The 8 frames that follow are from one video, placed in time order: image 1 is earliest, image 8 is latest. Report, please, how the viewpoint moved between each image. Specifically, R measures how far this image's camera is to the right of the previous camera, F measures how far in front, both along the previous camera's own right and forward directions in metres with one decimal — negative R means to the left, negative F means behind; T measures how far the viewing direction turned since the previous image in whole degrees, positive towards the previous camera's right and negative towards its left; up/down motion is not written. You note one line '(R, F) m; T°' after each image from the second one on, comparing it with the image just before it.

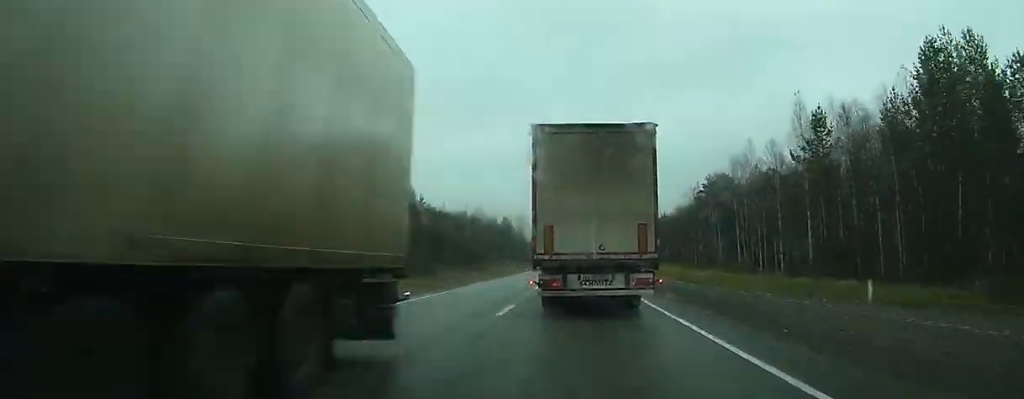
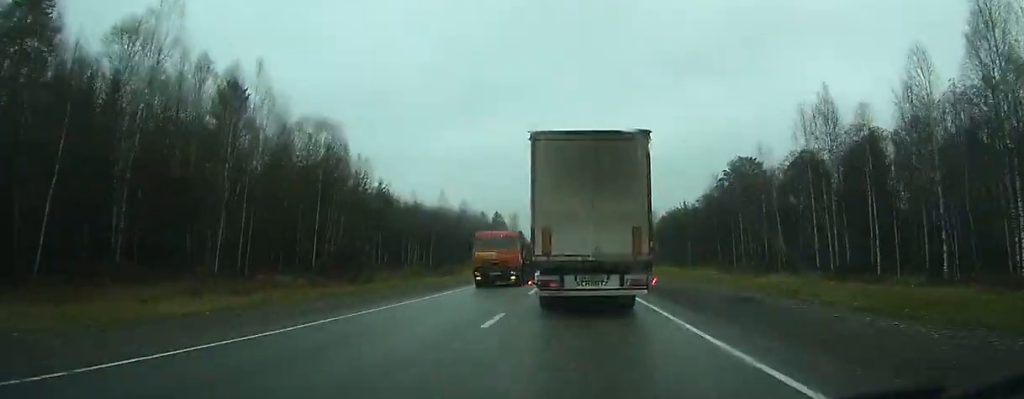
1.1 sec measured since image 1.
(+0.1, +26.6) m; 0°
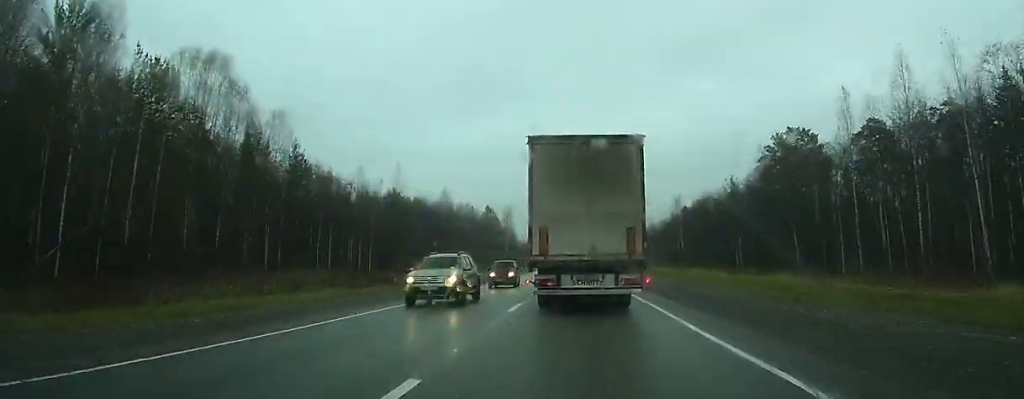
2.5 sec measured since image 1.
(+0.1, +32.8) m; 0°
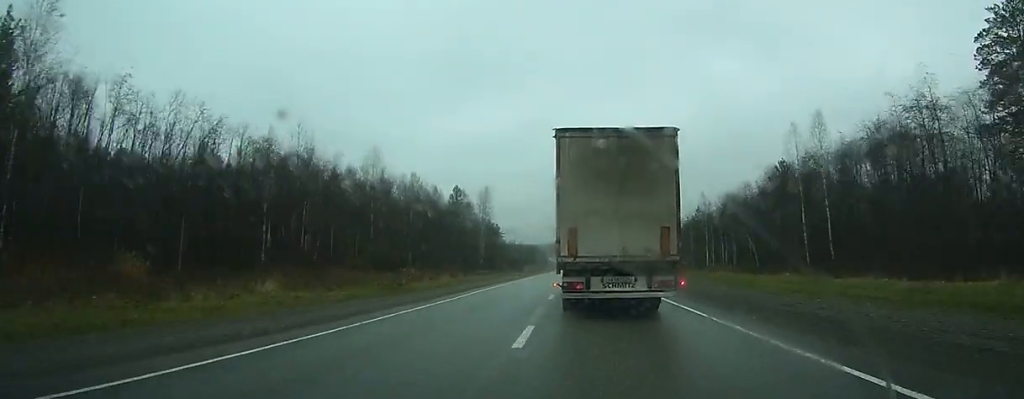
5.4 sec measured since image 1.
(-0.2, +66.6) m; 0°
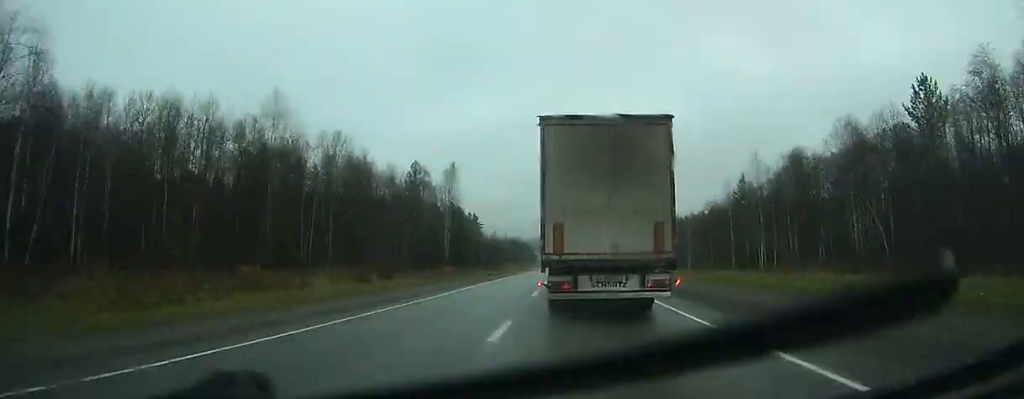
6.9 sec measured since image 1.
(+0.2, +35.4) m; 0°
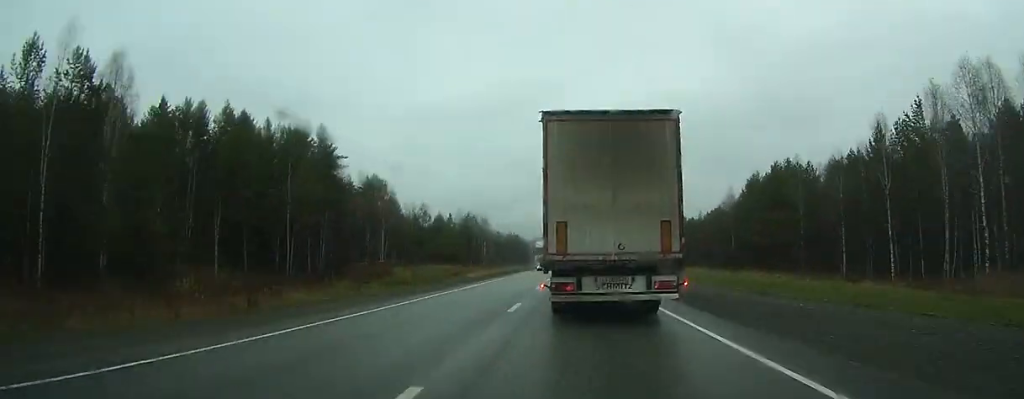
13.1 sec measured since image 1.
(-1.0, +138.8) m; -1°
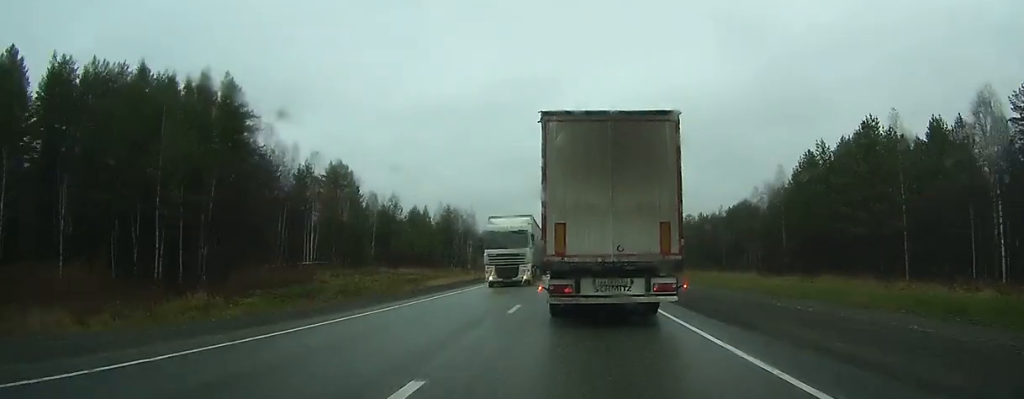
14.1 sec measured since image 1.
(+0.1, +23.7) m; 0°
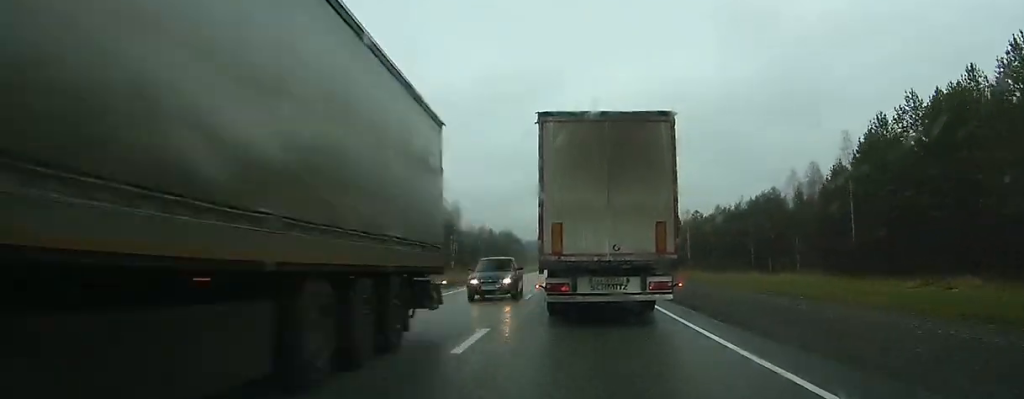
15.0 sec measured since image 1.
(0.0, +19.1) m; 0°
